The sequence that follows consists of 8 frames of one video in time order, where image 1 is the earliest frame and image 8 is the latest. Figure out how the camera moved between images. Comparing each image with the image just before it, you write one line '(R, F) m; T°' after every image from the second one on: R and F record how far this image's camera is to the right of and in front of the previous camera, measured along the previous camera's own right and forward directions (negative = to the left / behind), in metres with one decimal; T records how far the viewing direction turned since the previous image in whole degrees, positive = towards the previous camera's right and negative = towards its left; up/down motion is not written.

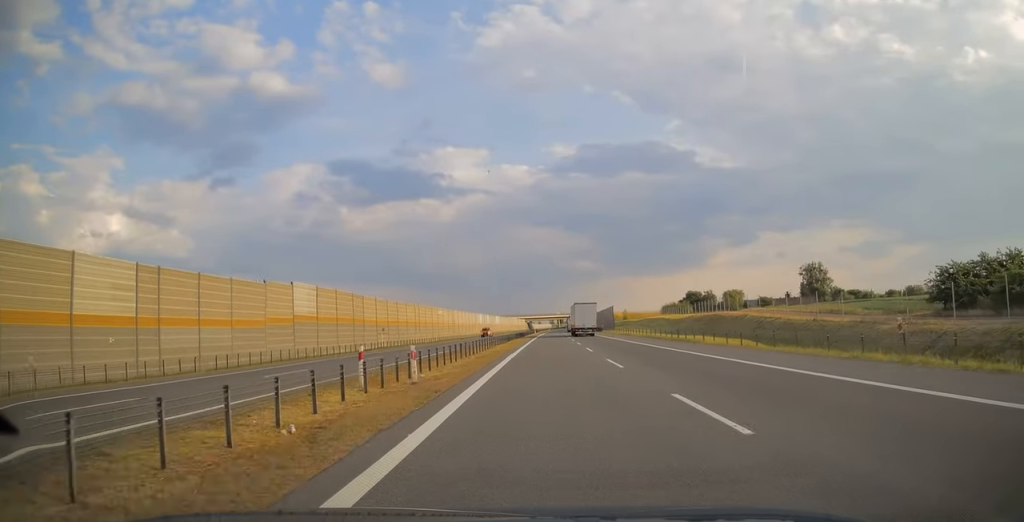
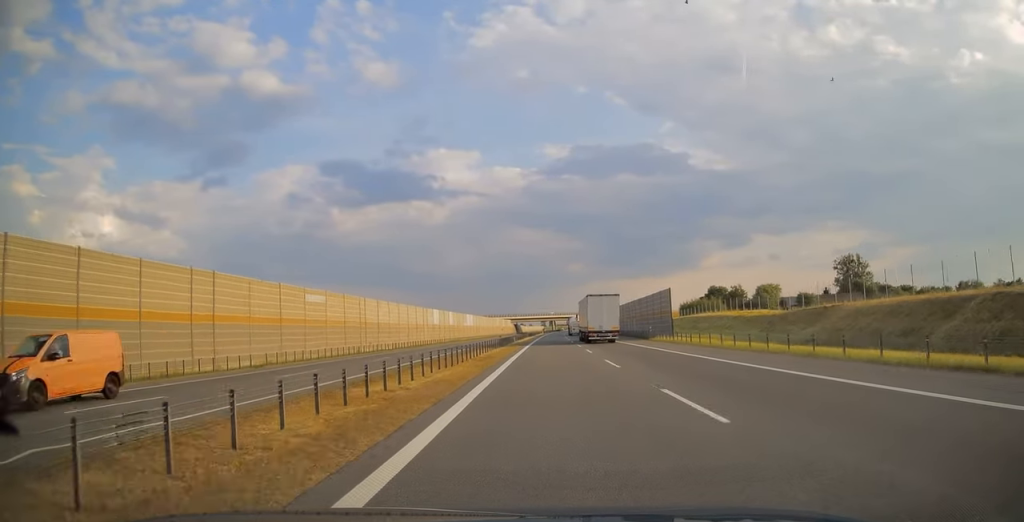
(+0.4, +58.8) m; +1°
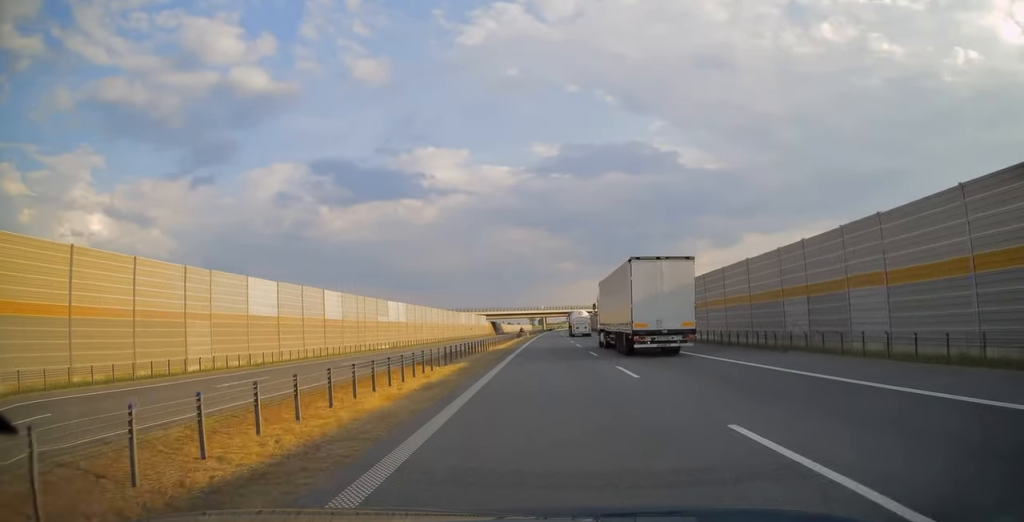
(+0.5, +64.8) m; +1°
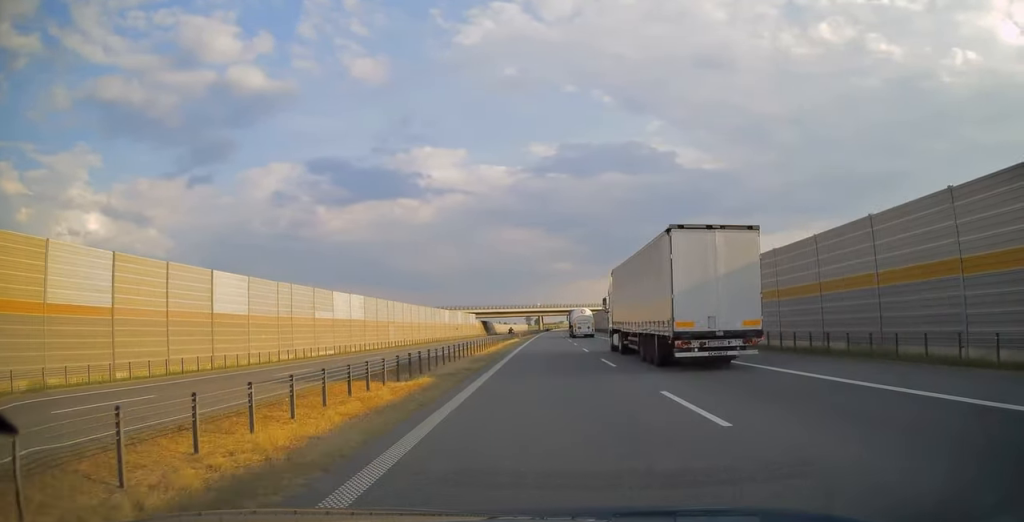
(0.0, +19.6) m; 0°
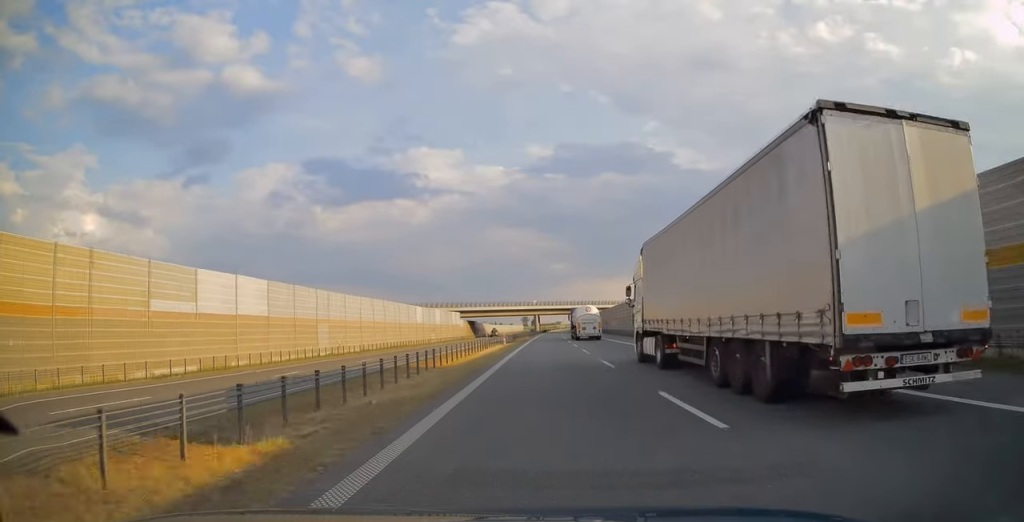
(+0.1, +24.1) m; 0°
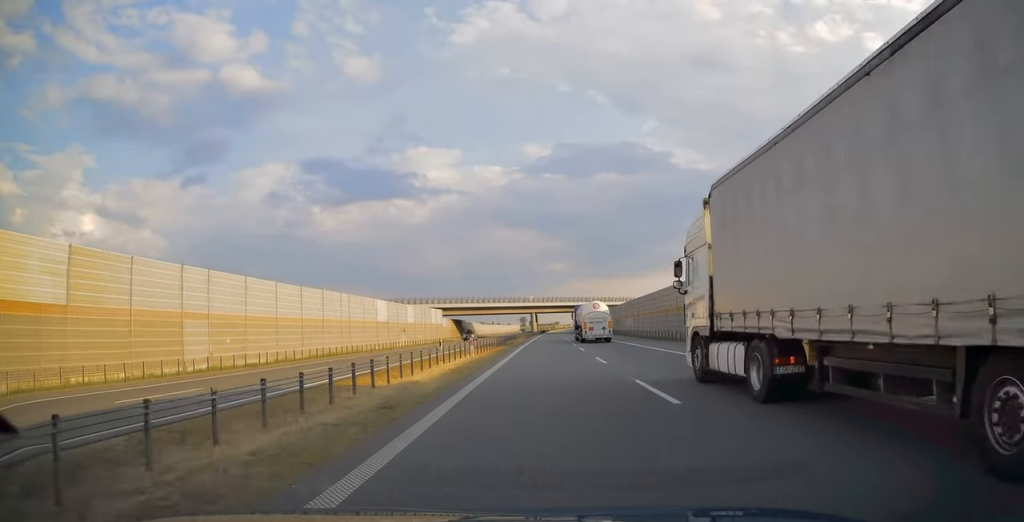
(+0.1, +21.5) m; 0°
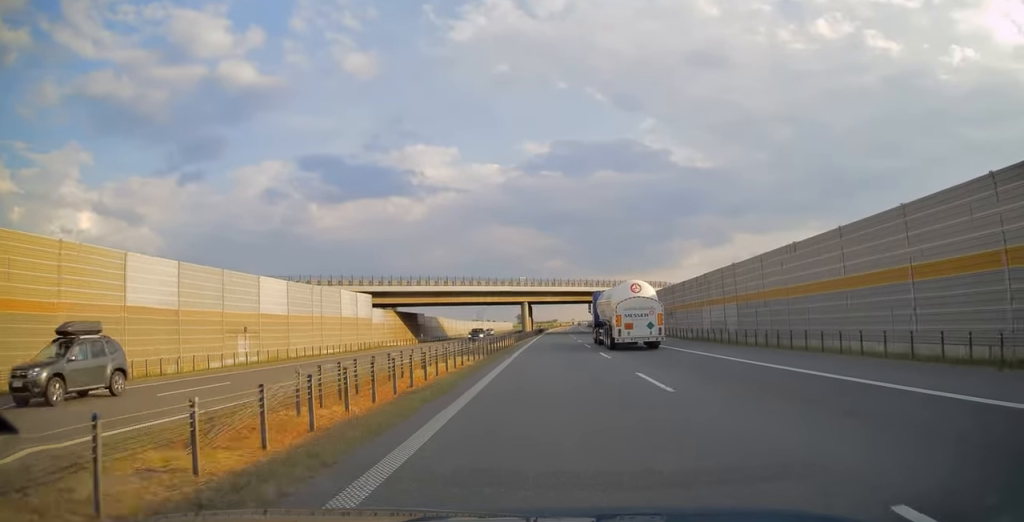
(+0.2, +46.0) m; 0°
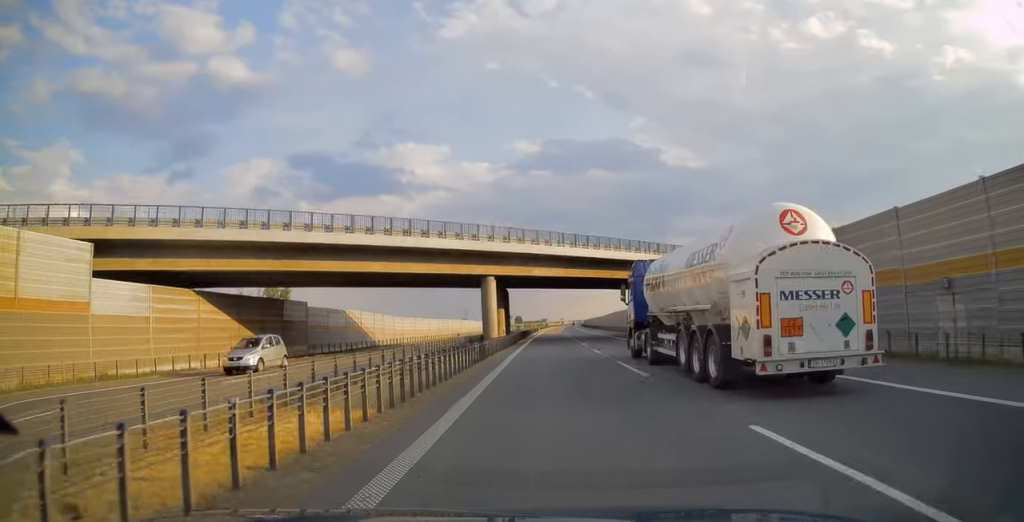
(+0.2, +44.6) m; +1°
